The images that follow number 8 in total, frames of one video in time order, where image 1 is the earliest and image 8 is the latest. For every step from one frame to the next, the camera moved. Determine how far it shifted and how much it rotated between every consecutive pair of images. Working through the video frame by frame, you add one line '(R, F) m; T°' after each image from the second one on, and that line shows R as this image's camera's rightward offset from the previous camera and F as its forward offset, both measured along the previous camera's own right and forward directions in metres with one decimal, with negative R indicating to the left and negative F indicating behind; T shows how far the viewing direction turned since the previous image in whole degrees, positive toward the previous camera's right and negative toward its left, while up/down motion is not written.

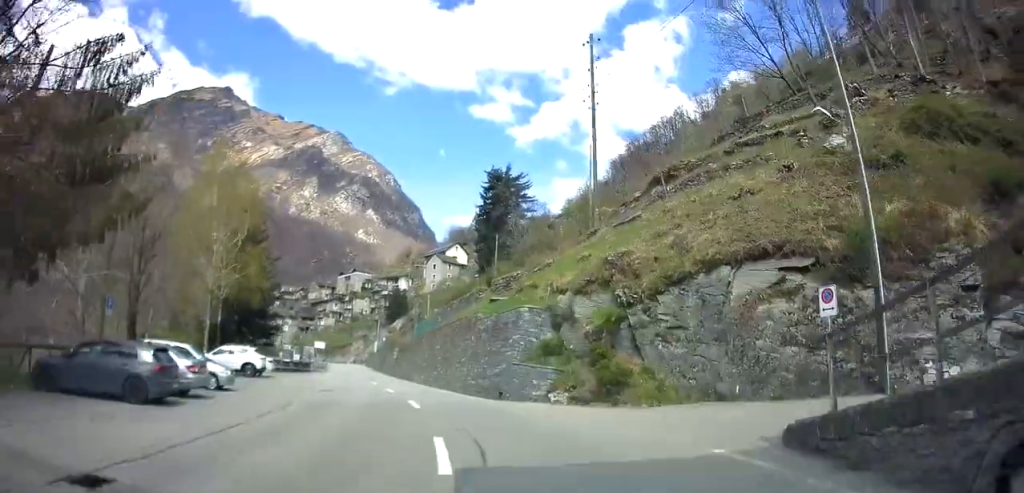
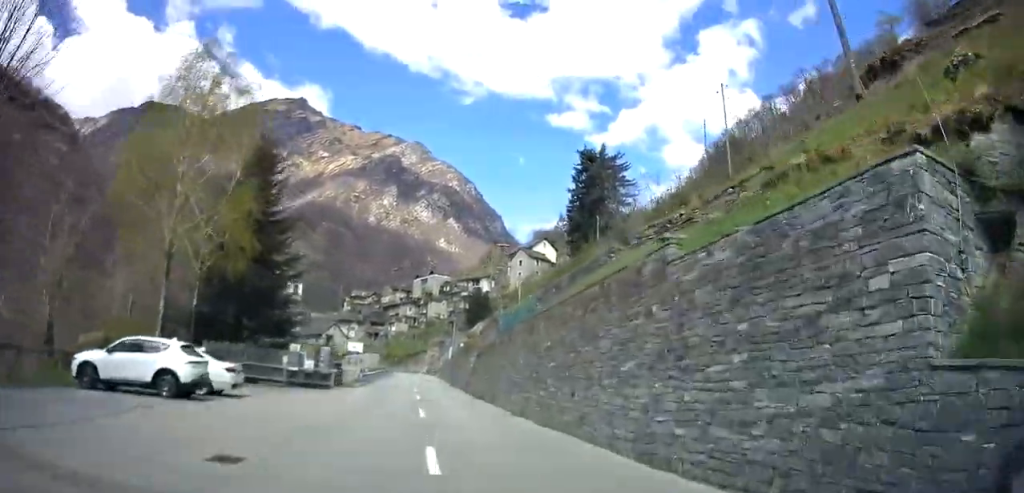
(-1.4, +16.4) m; -7°
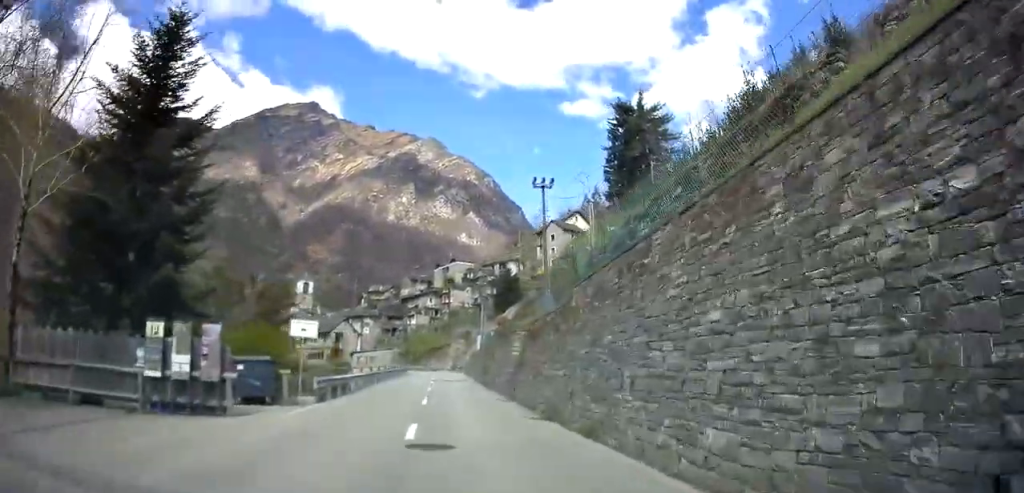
(-0.4, +15.2) m; -1°
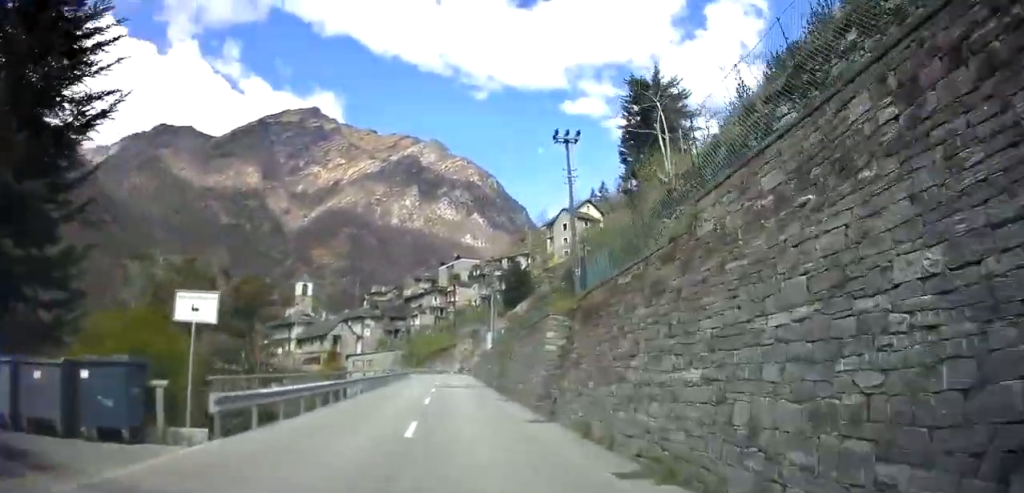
(0.0, +8.2) m; 0°
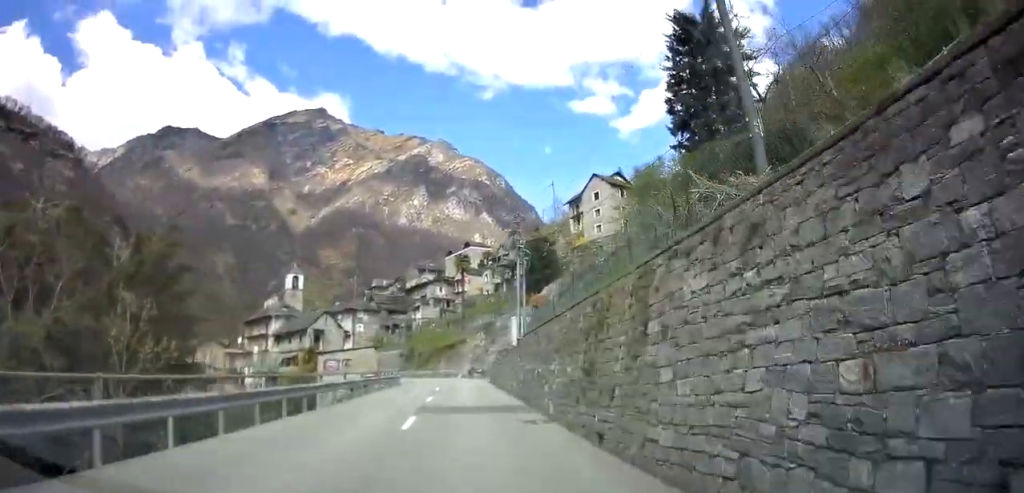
(+0.1, +17.9) m; 0°
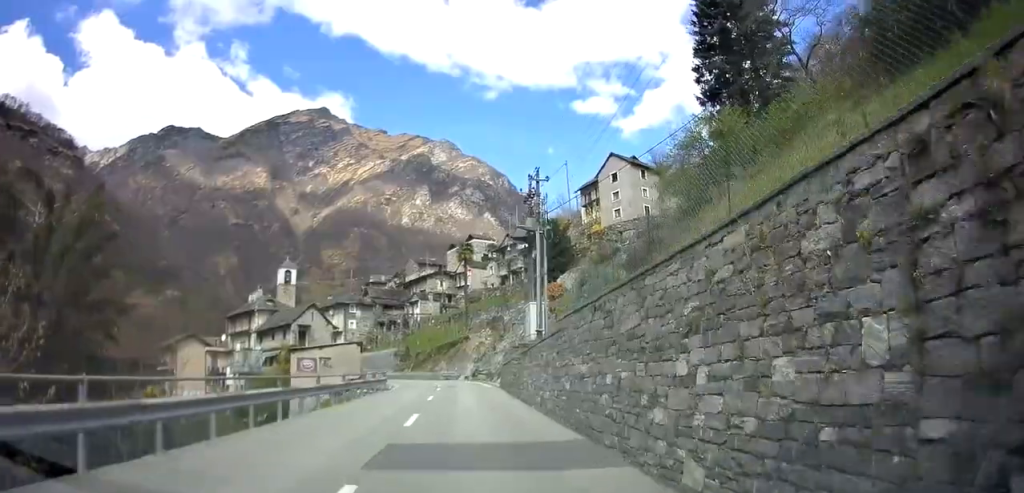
(0.0, +8.7) m; 0°
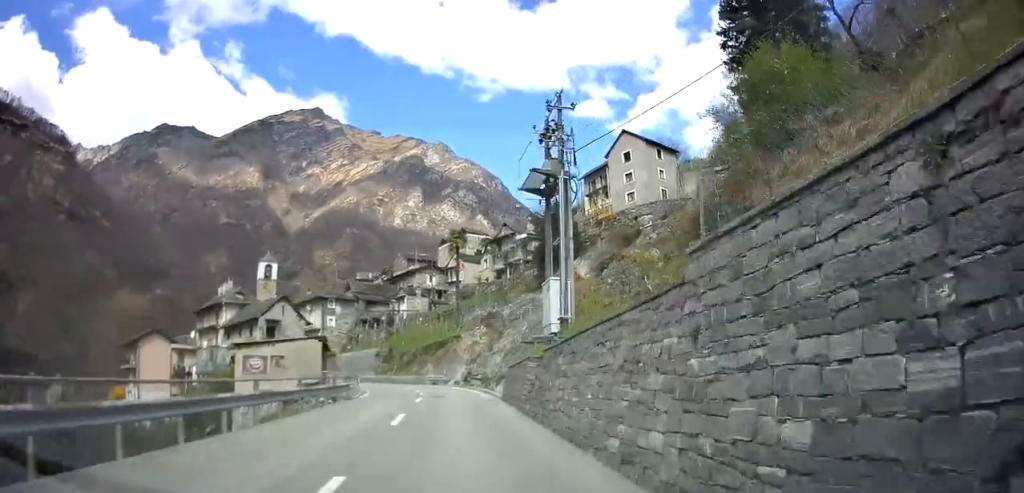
(-0.2, +8.6) m; 0°
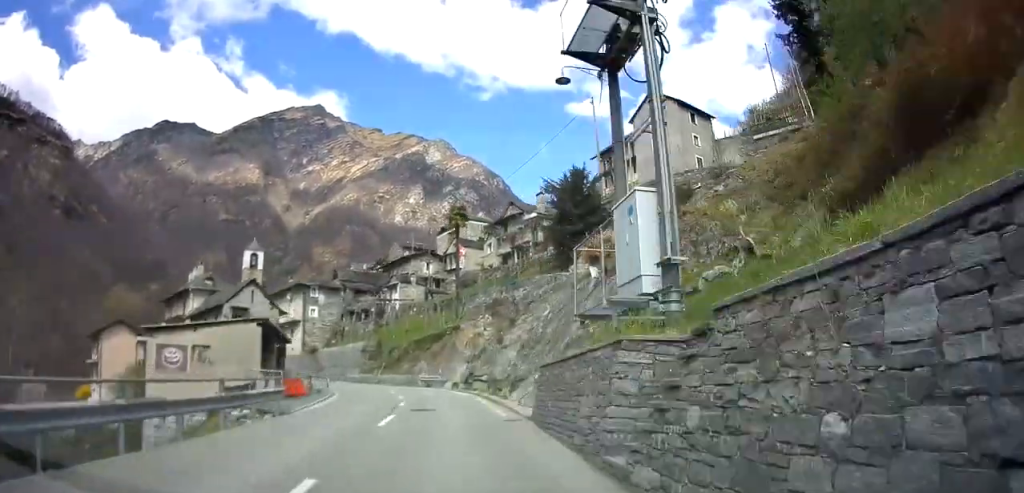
(+0.2, +9.8) m; +1°
